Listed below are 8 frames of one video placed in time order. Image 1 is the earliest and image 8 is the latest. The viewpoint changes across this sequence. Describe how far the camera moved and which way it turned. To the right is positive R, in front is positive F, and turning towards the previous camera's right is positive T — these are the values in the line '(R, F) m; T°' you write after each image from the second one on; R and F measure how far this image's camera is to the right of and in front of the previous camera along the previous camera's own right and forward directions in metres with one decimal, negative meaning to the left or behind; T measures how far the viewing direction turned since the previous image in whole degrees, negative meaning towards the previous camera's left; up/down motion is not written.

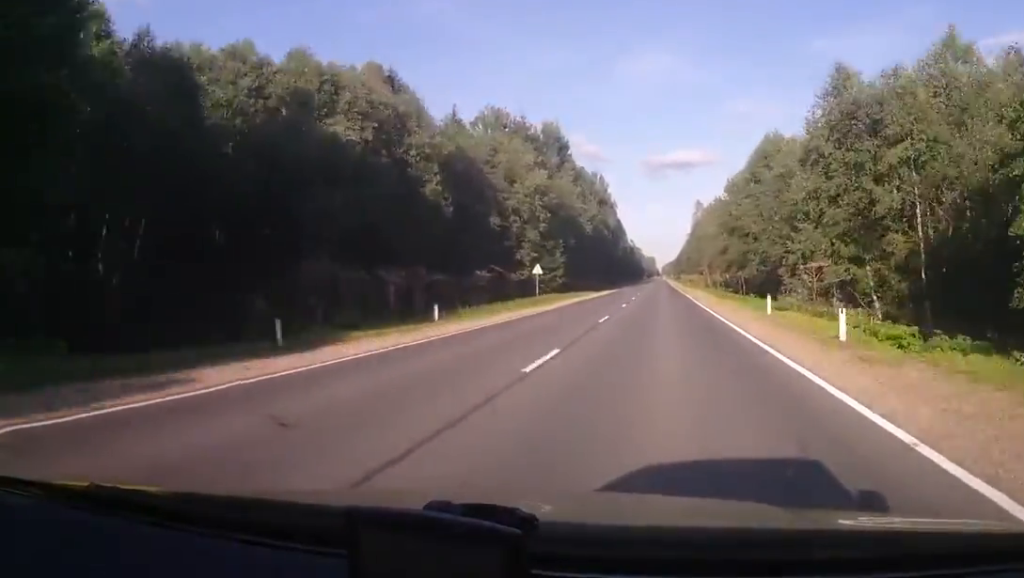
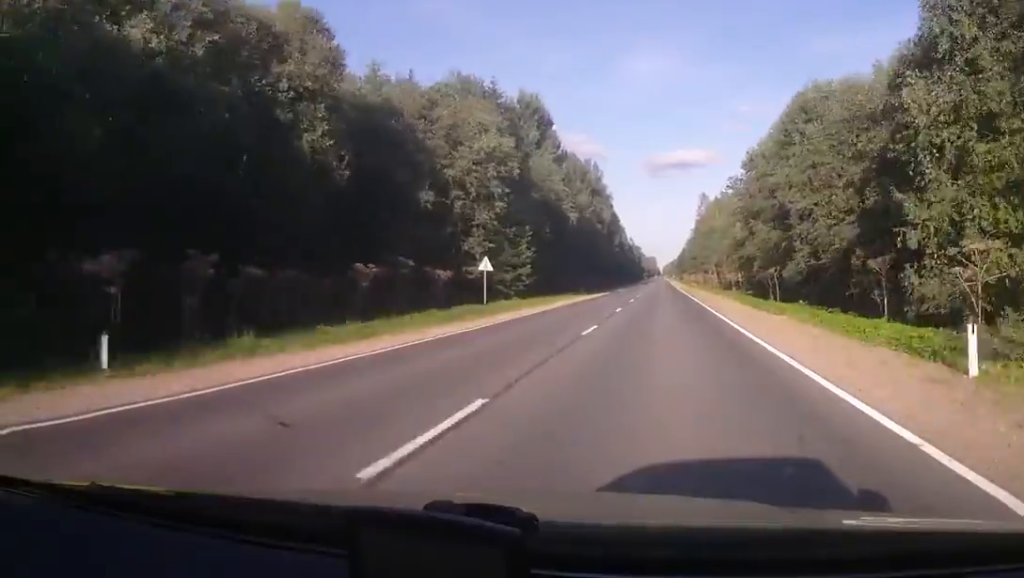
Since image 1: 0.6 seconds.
(0.0, +17.5) m; 0°
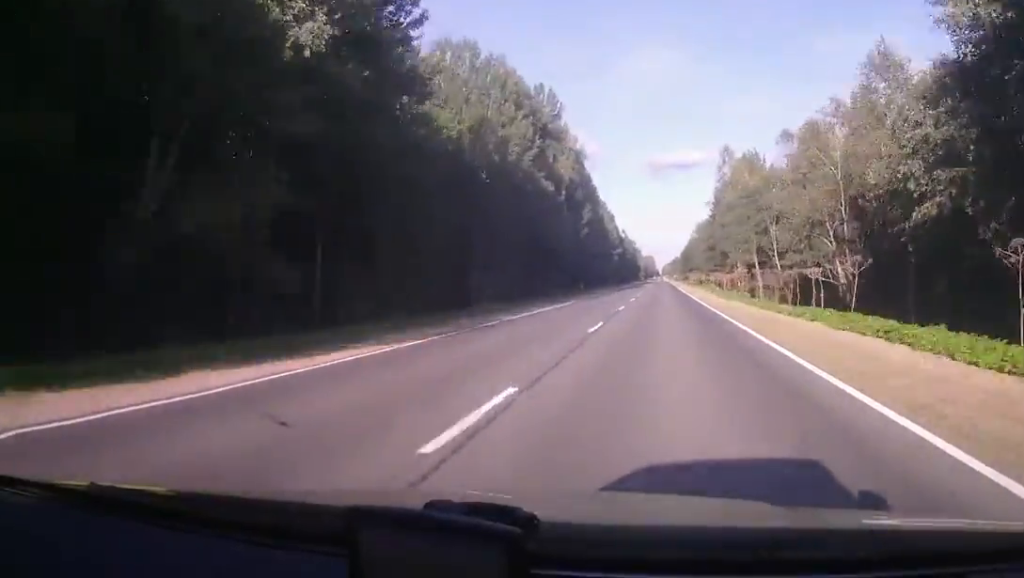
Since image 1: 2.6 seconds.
(0.0, +59.4) m; 0°
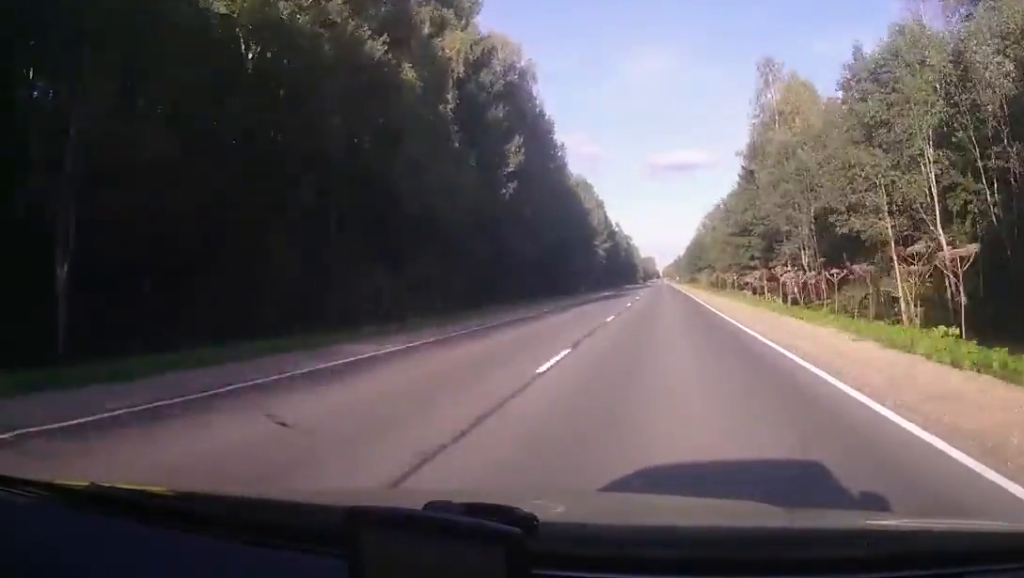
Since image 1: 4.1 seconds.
(+0.1, +43.5) m; -1°
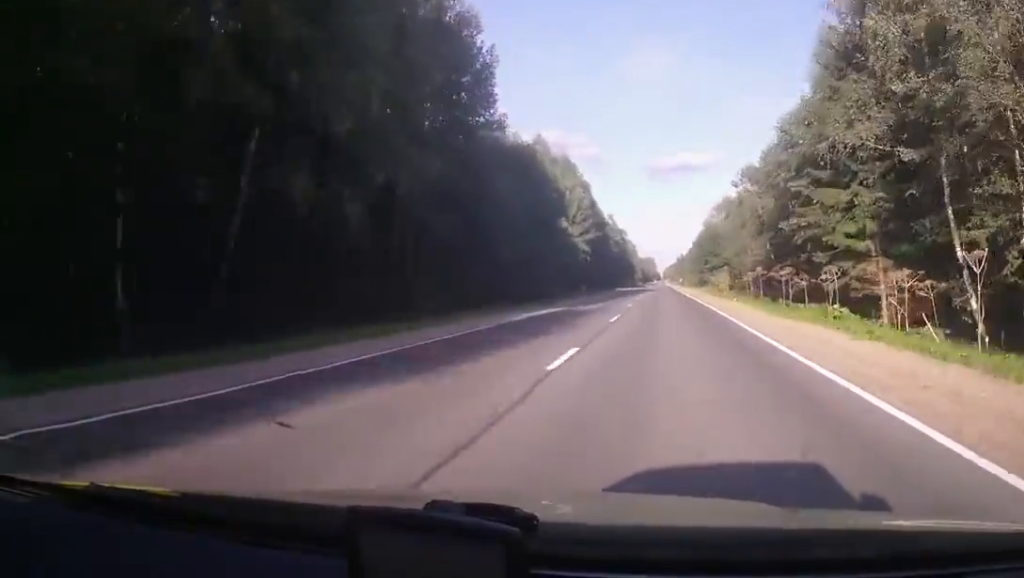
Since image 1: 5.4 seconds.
(-0.4, +35.8) m; 0°
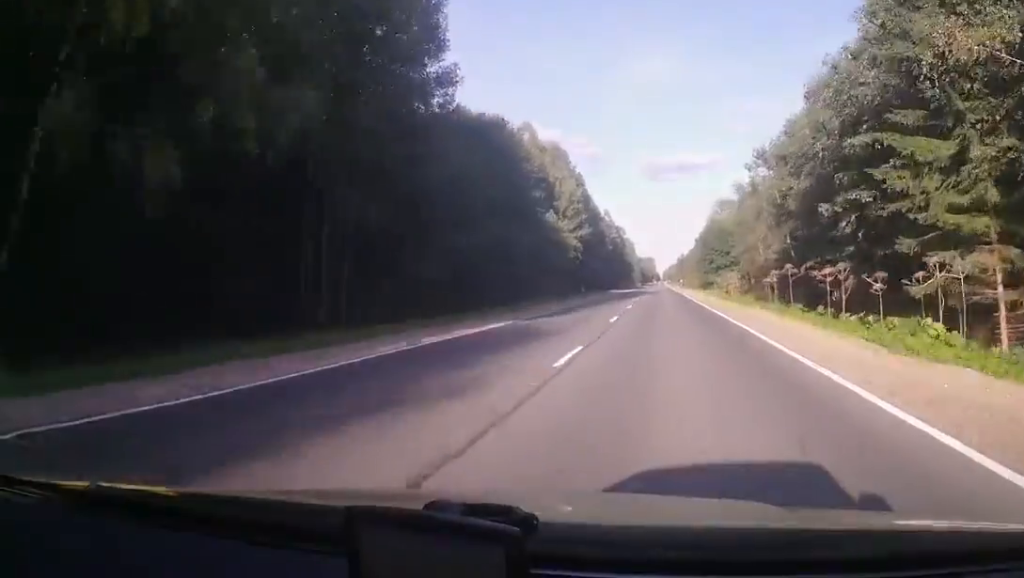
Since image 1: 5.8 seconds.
(+0.1, +11.6) m; 0°
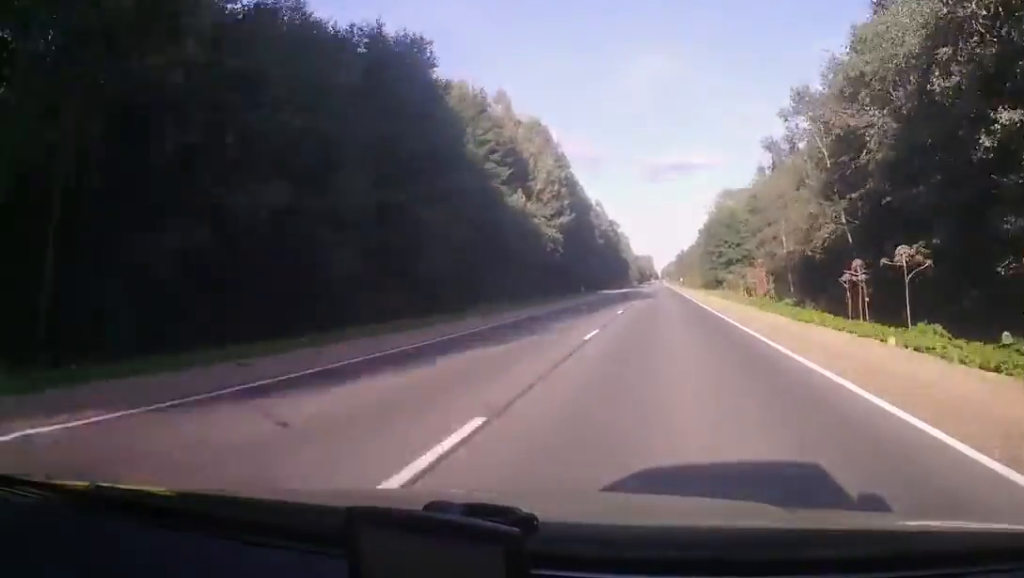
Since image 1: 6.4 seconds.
(+0.1, +19.3) m; 0°
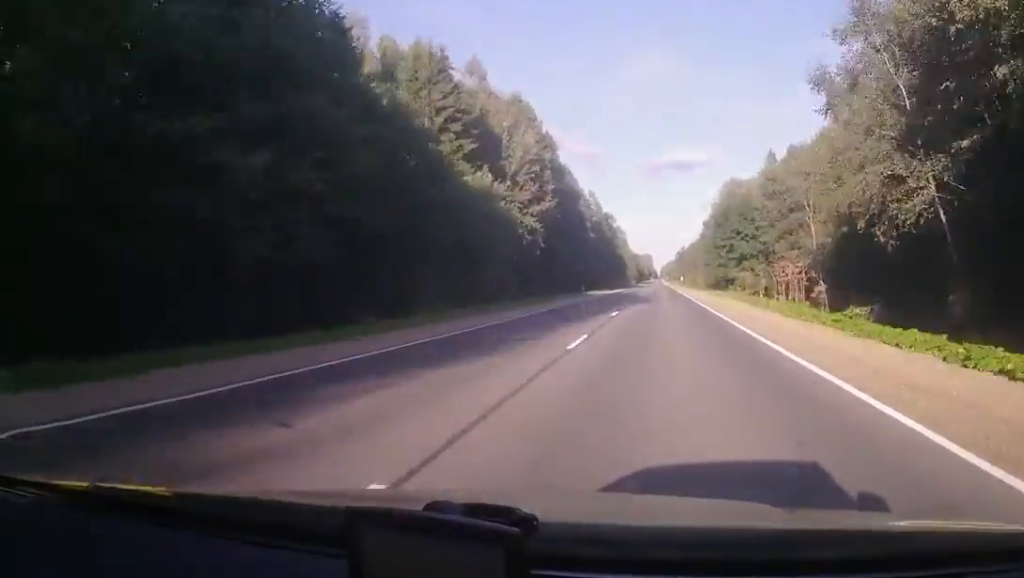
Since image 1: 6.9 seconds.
(0.0, +14.5) m; 0°
